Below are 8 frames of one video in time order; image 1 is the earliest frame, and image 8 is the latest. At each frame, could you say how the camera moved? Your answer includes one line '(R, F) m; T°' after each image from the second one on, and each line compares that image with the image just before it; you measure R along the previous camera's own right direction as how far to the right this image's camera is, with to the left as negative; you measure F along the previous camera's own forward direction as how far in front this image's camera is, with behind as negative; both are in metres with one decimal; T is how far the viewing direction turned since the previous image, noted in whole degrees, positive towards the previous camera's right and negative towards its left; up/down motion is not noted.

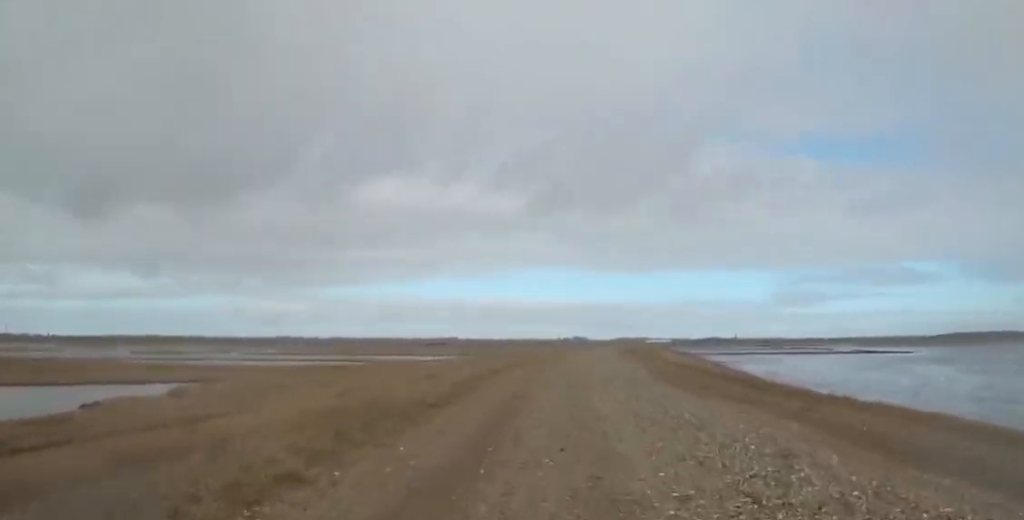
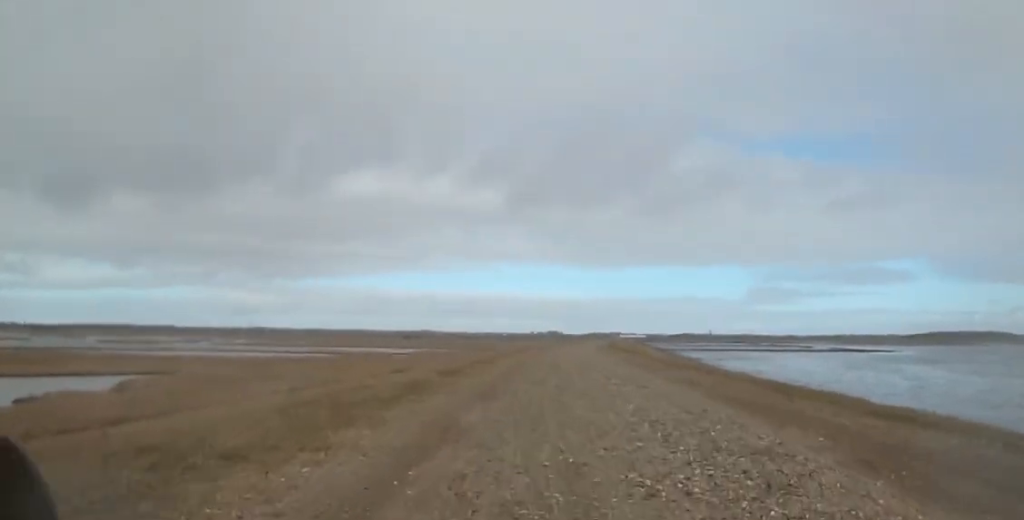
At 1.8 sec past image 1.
(-0.7, +7.8) m; +4°
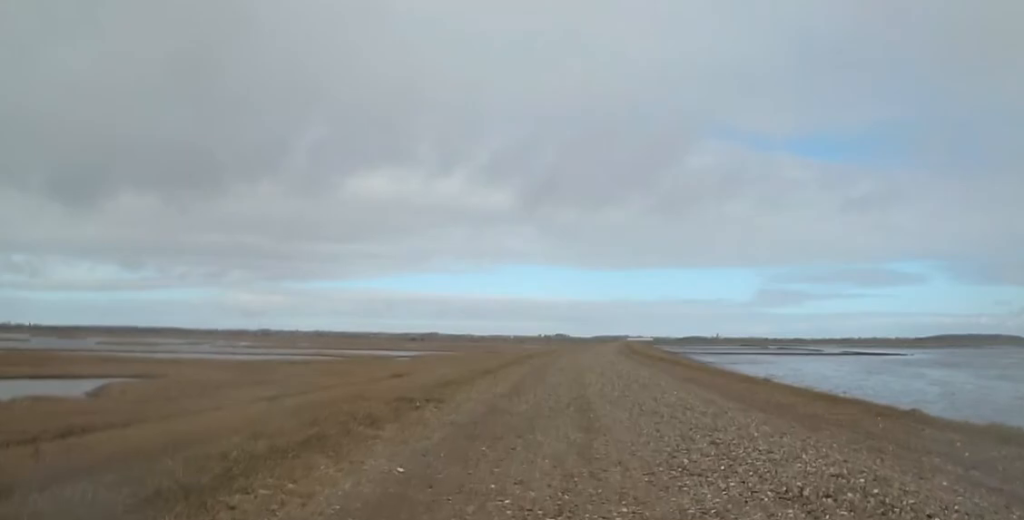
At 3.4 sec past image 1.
(+1.0, +6.8) m; -3°
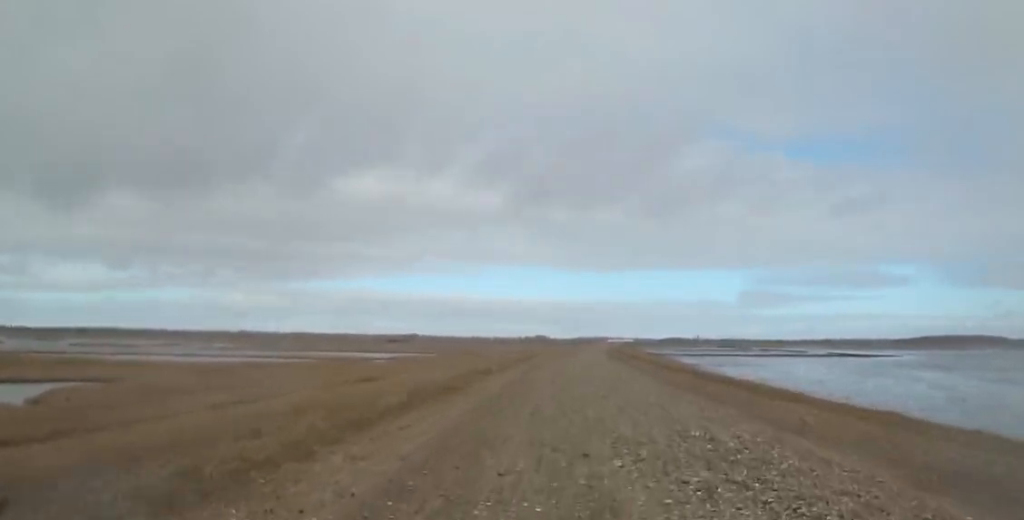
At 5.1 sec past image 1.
(-1.5, +7.9) m; -7°
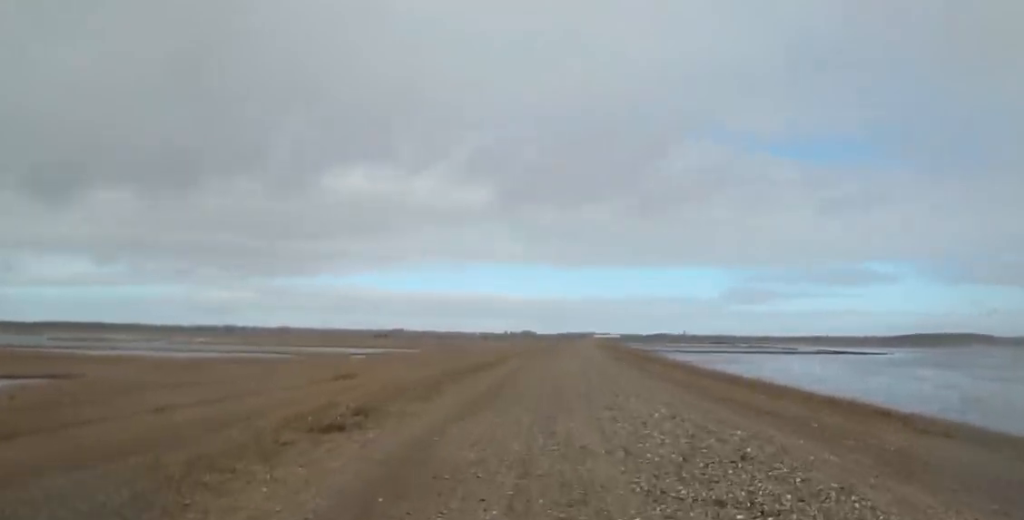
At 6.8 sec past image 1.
(+0.6, +7.4) m; +9°
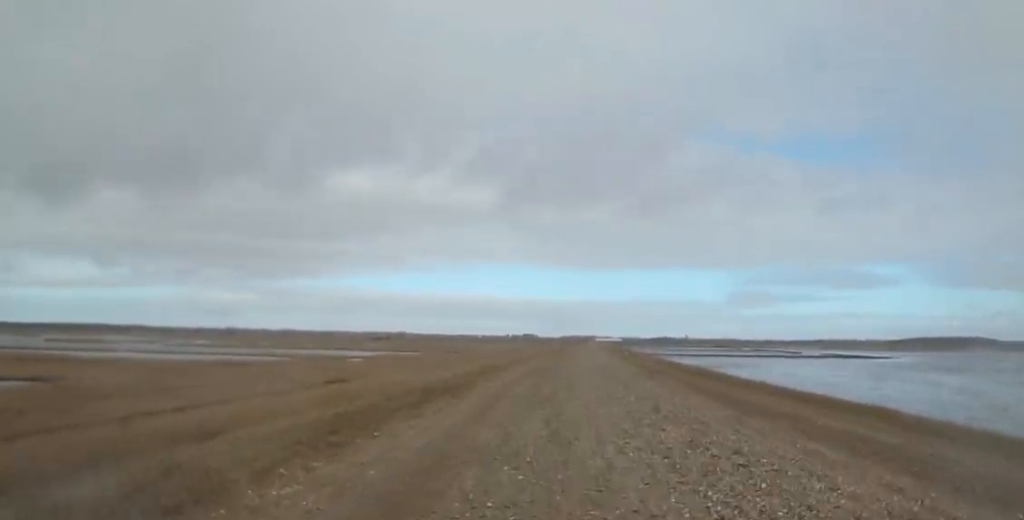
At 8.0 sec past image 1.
(+0.1, +5.3) m; -3°
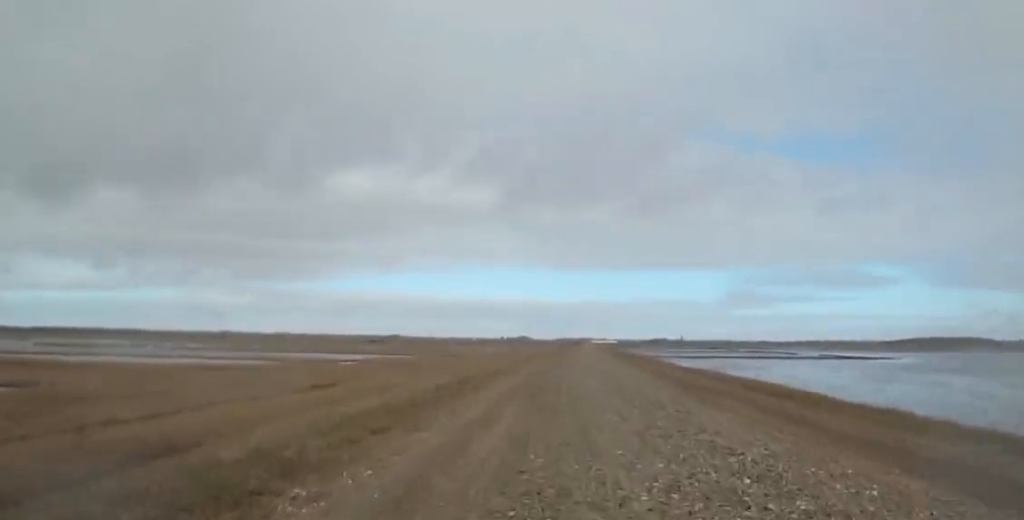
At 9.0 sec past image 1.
(-0.3, +4.5) m; -3°
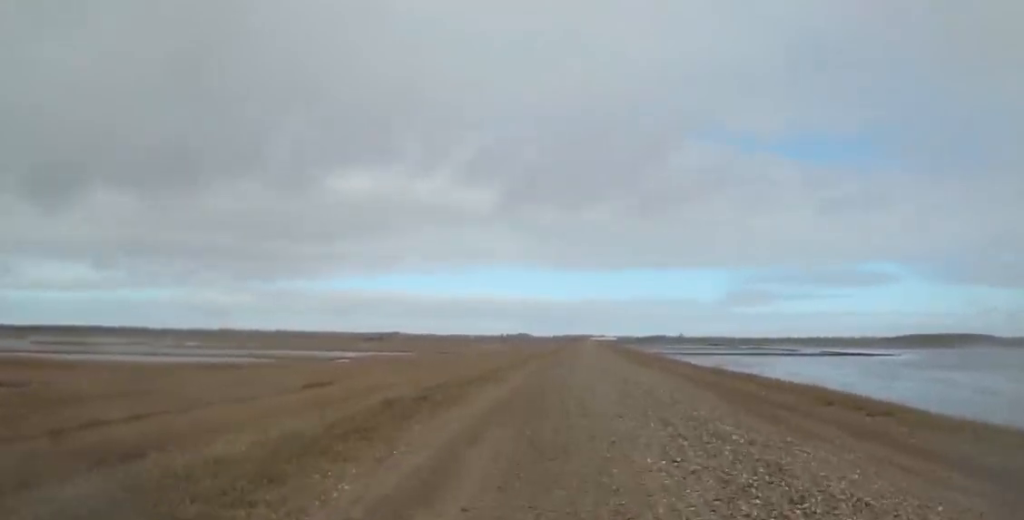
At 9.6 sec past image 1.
(0.0, +2.2) m; +1°
